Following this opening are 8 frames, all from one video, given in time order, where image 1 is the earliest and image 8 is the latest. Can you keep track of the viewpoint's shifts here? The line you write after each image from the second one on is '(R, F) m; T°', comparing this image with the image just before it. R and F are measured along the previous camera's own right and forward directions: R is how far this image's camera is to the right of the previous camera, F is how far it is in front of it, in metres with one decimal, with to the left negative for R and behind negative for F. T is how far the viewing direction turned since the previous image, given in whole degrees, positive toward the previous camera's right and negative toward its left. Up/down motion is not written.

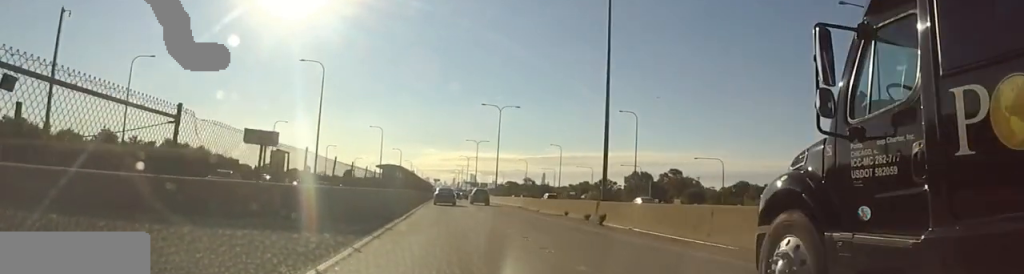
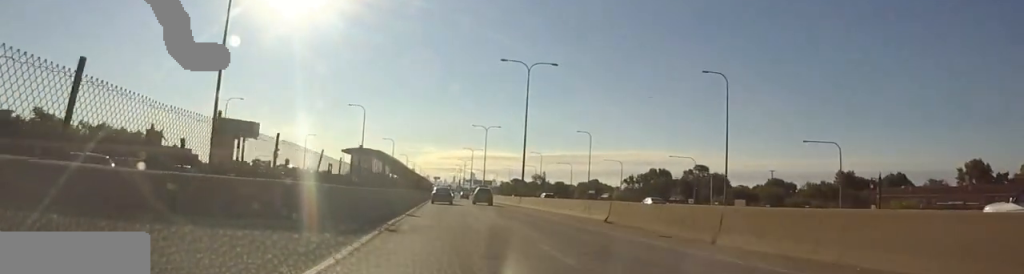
(+0.7, +32.6) m; +1°
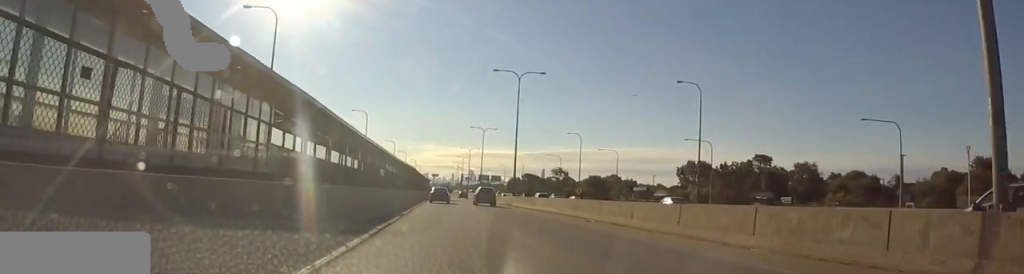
(-1.6, +57.1) m; -2°
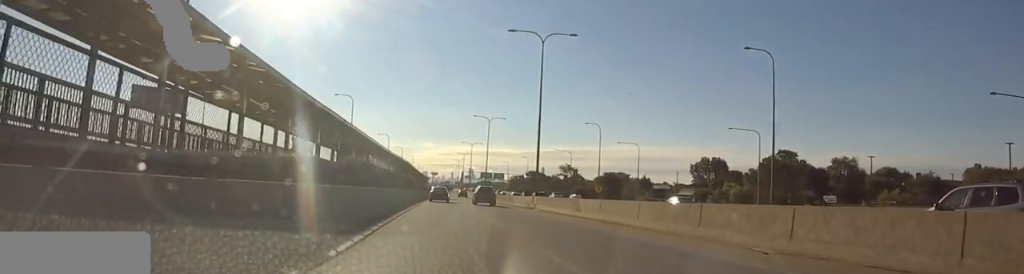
(-0.1, +17.4) m; +1°
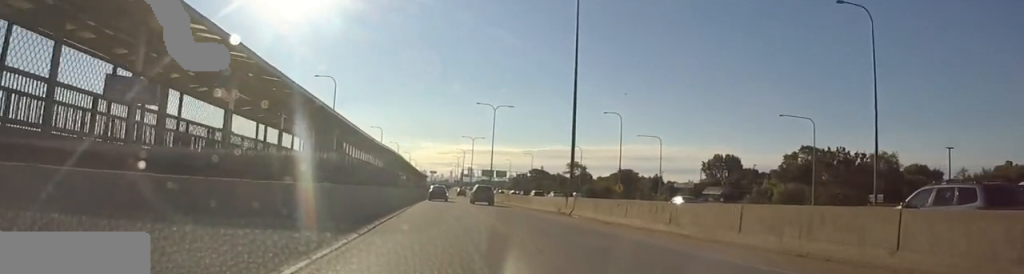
(+0.3, +15.1) m; +1°
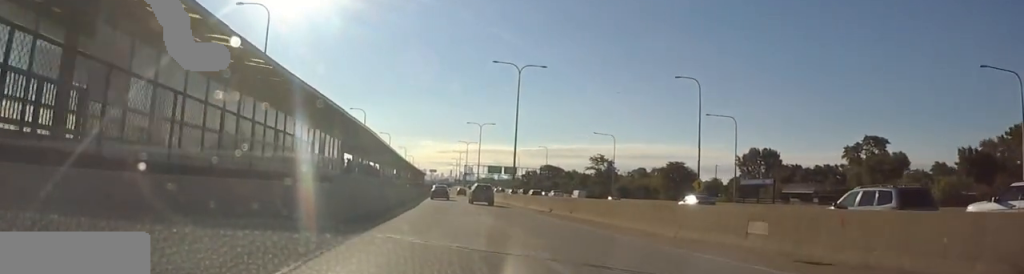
(+0.6, +32.9) m; +1°
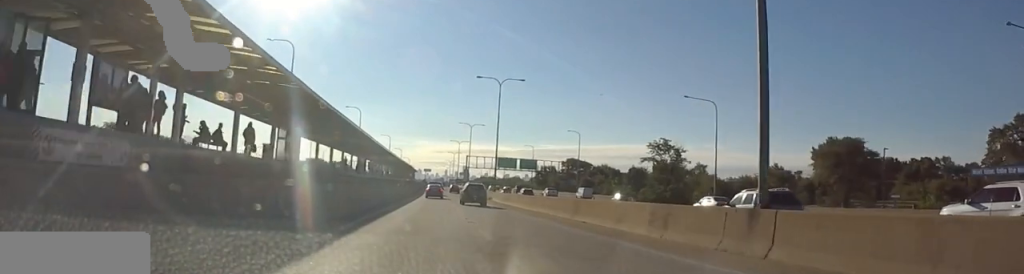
(-1.8, +54.1) m; -1°
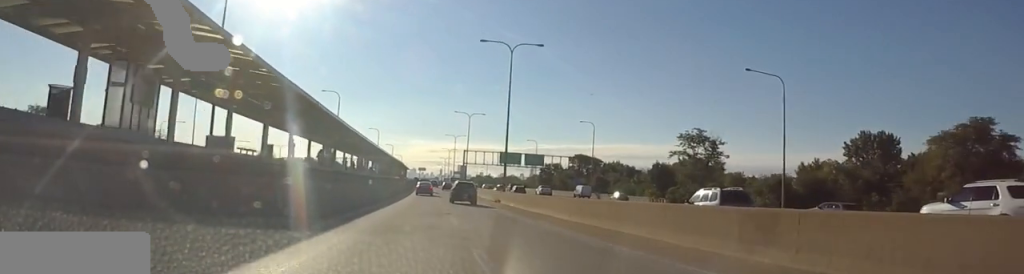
(+0.4, +18.9) m; +1°
